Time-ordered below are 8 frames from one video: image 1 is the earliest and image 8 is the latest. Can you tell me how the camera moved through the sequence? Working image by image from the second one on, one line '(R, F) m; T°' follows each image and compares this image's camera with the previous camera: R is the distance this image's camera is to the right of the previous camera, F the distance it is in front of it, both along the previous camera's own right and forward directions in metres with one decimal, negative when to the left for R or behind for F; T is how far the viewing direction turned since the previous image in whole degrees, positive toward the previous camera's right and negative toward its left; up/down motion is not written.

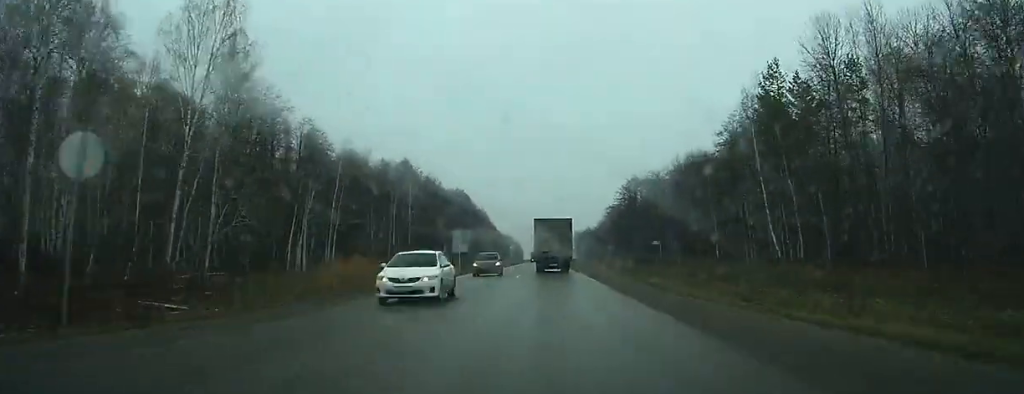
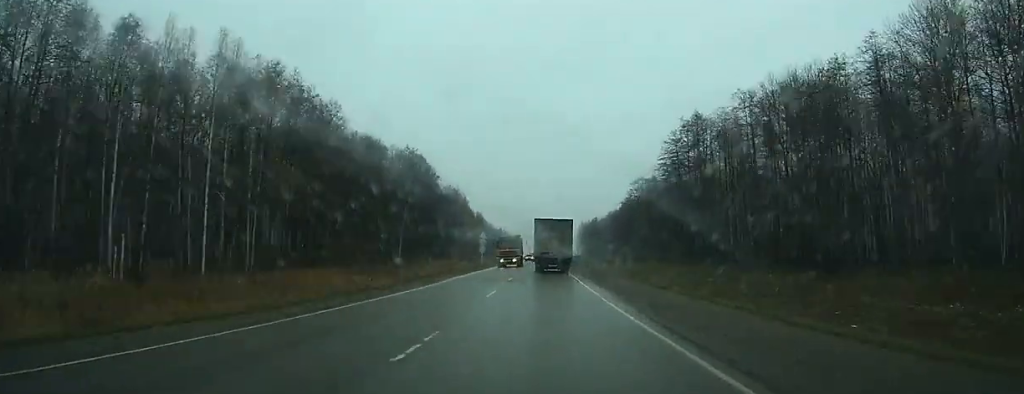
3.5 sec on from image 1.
(+0.5, +60.8) m; +1°
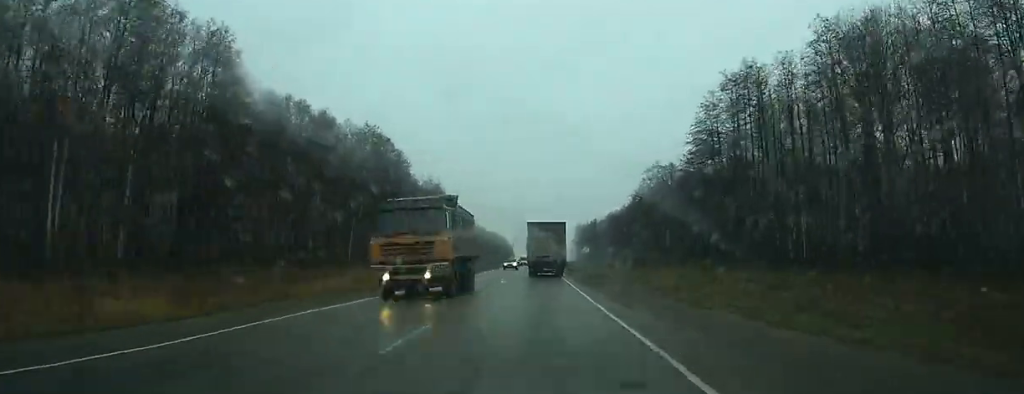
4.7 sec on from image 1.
(0.0, +23.0) m; 0°
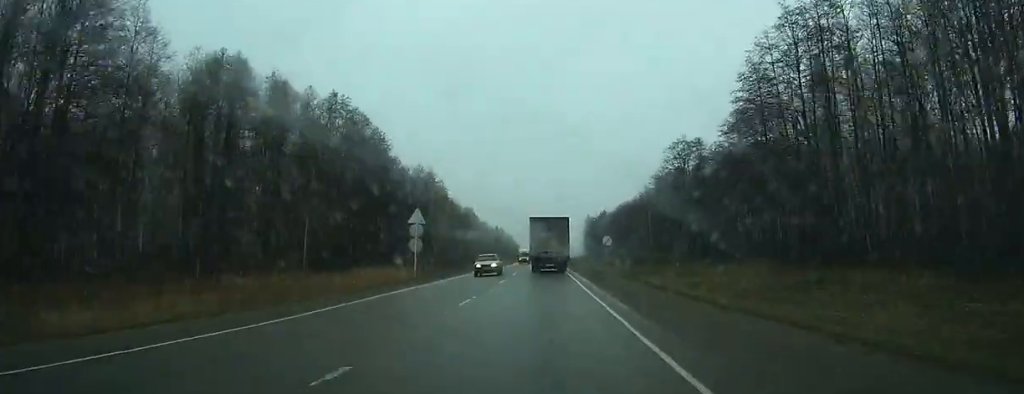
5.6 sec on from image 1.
(+0.1, +15.9) m; 0°
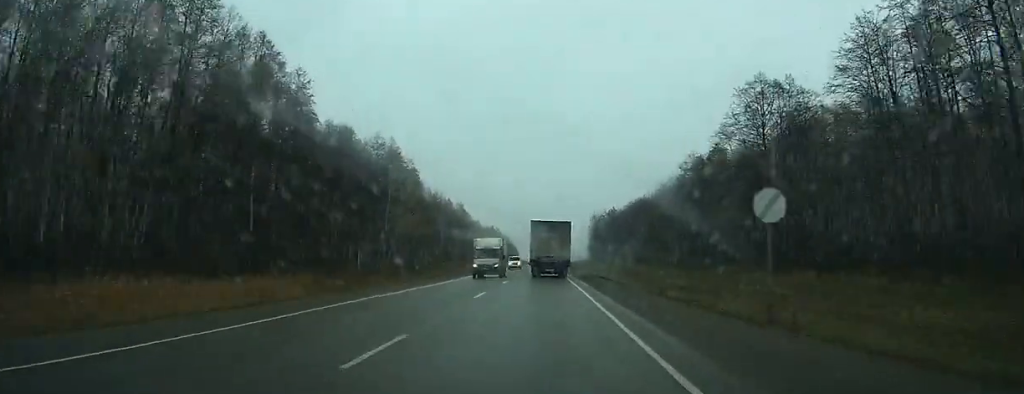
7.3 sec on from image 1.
(0.0, +32.5) m; 0°
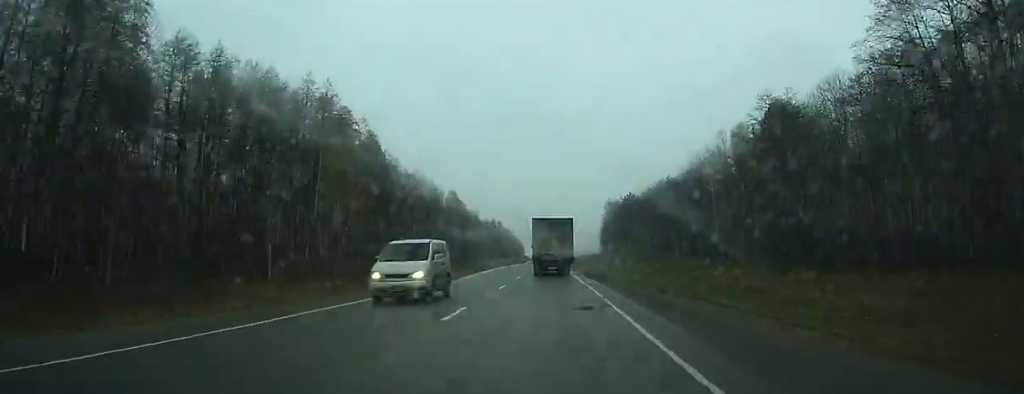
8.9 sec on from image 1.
(-0.1, +30.8) m; 0°
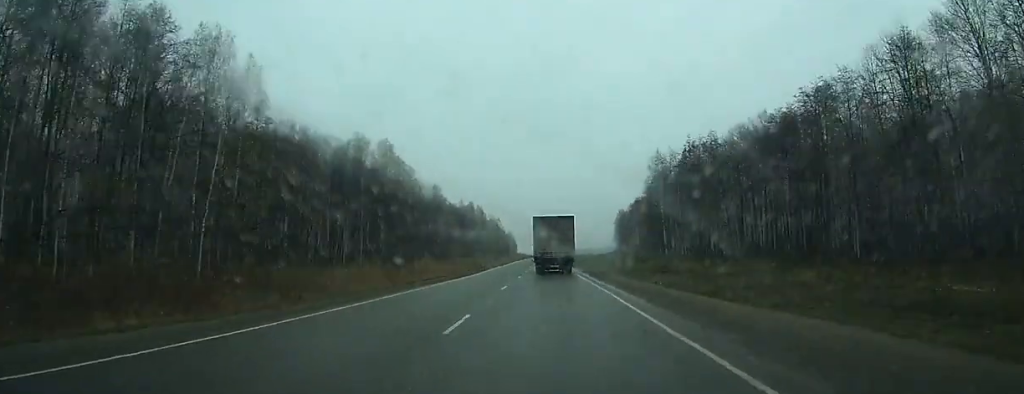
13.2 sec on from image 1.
(-0.9, +85.3) m; -1°
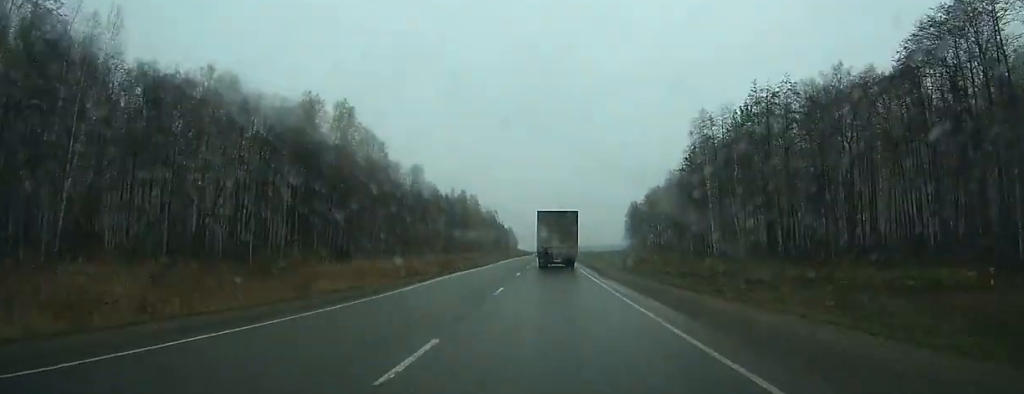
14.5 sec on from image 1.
(0.0, +27.6) m; 0°
